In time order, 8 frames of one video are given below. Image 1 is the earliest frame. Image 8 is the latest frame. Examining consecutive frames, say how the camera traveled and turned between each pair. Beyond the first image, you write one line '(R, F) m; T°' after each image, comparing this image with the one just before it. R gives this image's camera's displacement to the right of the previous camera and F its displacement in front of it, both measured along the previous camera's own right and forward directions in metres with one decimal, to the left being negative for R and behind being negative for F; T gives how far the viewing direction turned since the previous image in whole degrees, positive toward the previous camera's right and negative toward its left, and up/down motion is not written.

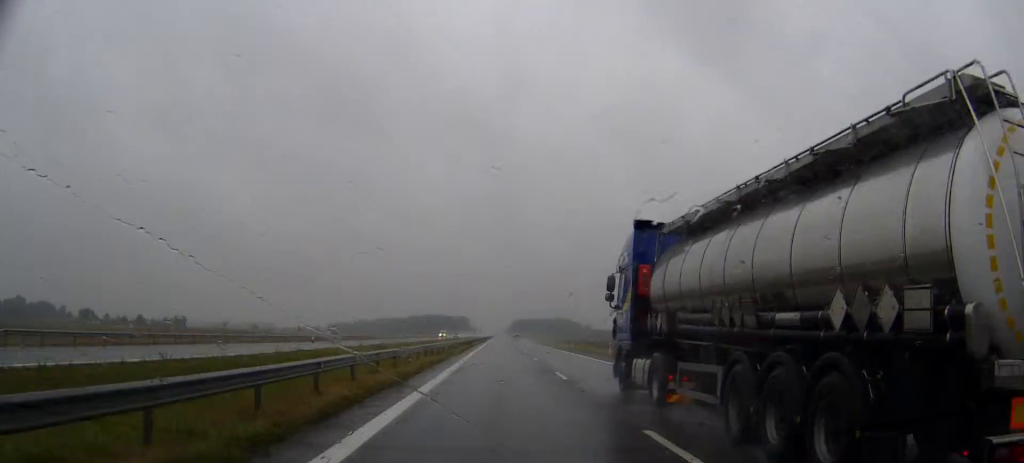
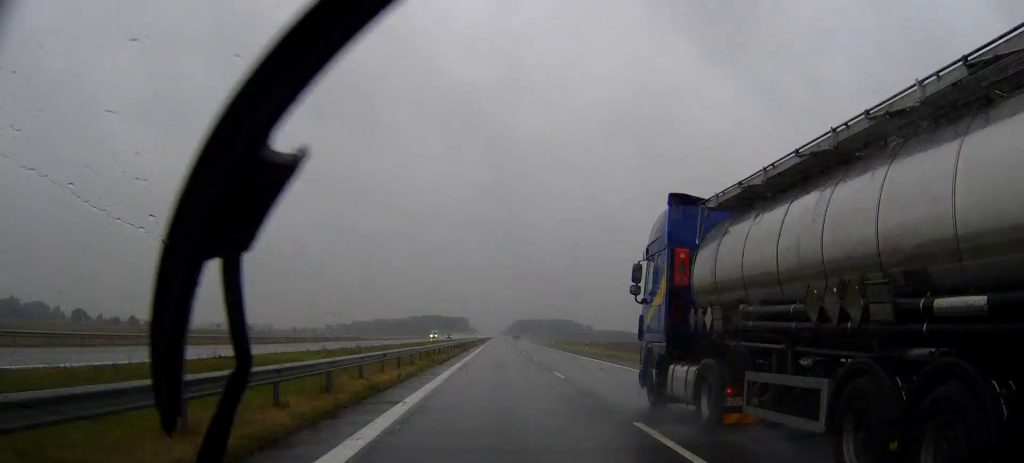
(0.0, +15.0) m; 0°
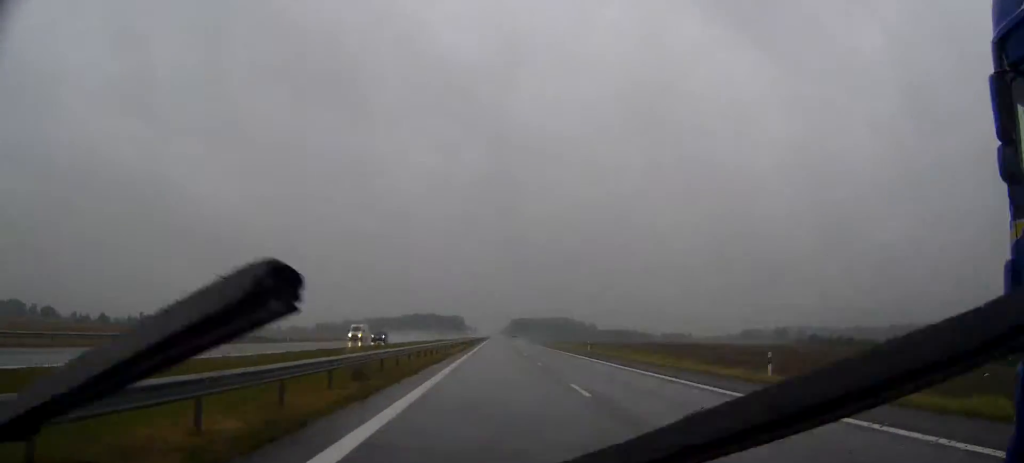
(+0.2, +55.2) m; 0°
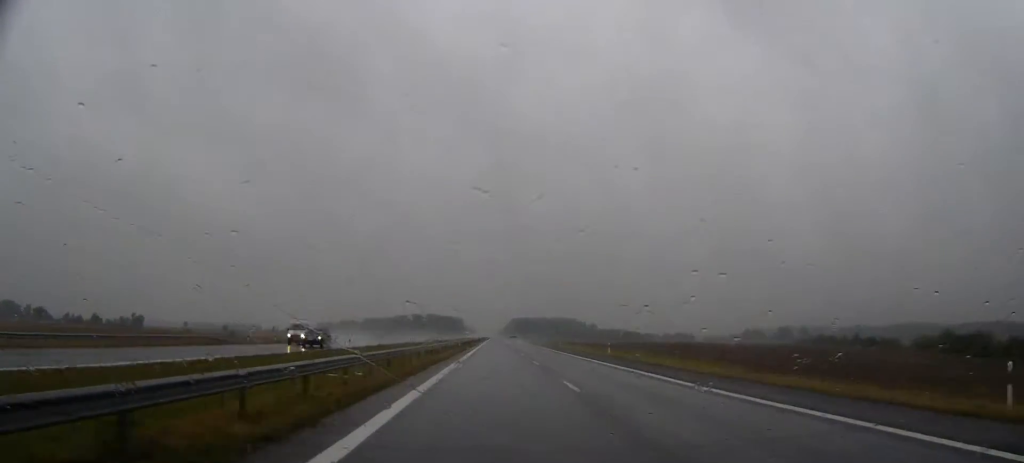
(0.0, +14.0) m; 0°
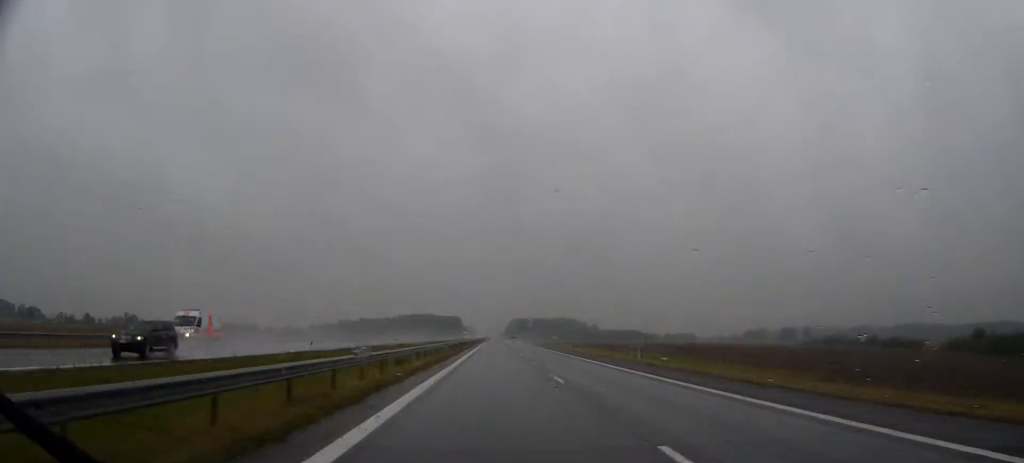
(0.0, +13.1) m; 0°
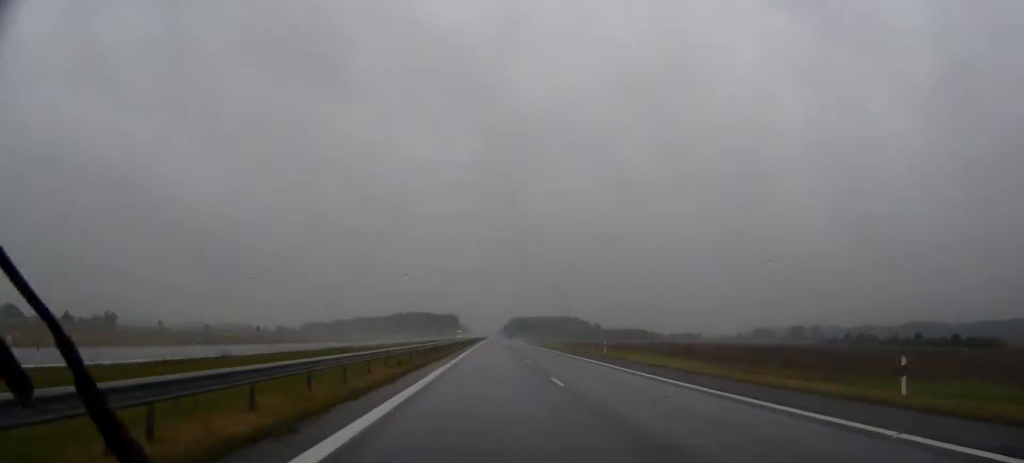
(+0.1, +33.7) m; 0°
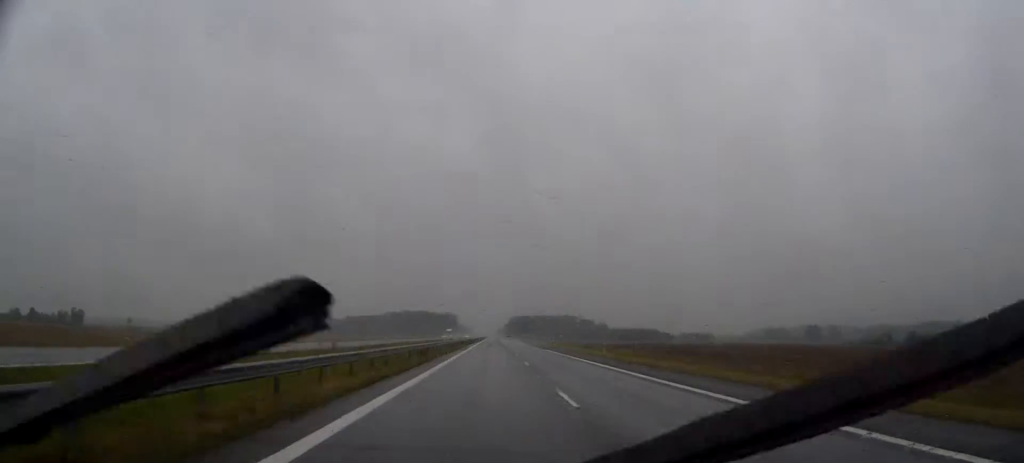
(-0.1, +53.4) m; 0°
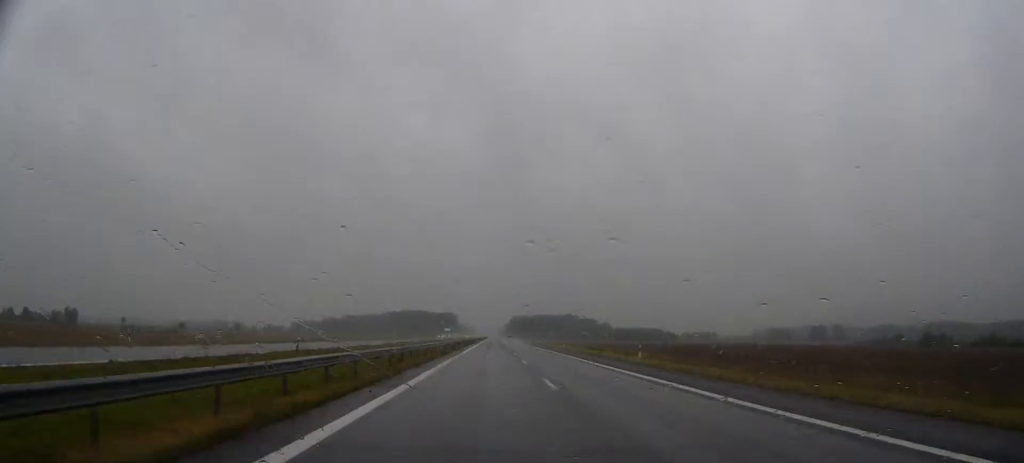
(0.0, +11.2) m; 0°
